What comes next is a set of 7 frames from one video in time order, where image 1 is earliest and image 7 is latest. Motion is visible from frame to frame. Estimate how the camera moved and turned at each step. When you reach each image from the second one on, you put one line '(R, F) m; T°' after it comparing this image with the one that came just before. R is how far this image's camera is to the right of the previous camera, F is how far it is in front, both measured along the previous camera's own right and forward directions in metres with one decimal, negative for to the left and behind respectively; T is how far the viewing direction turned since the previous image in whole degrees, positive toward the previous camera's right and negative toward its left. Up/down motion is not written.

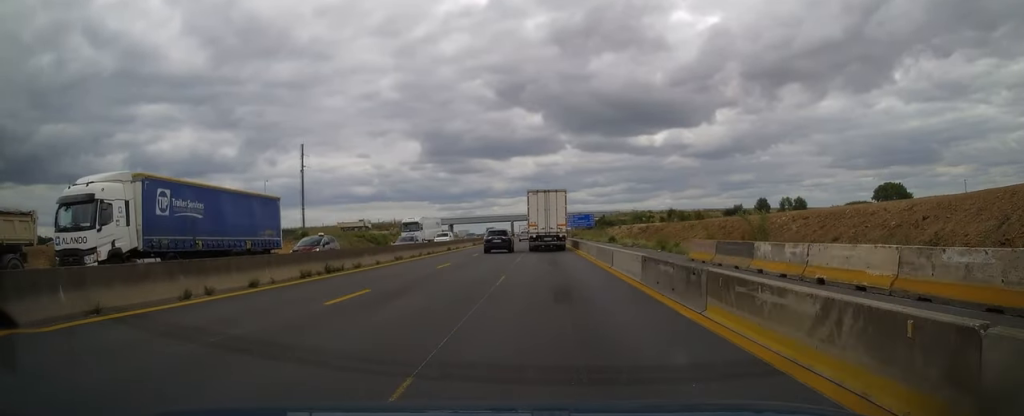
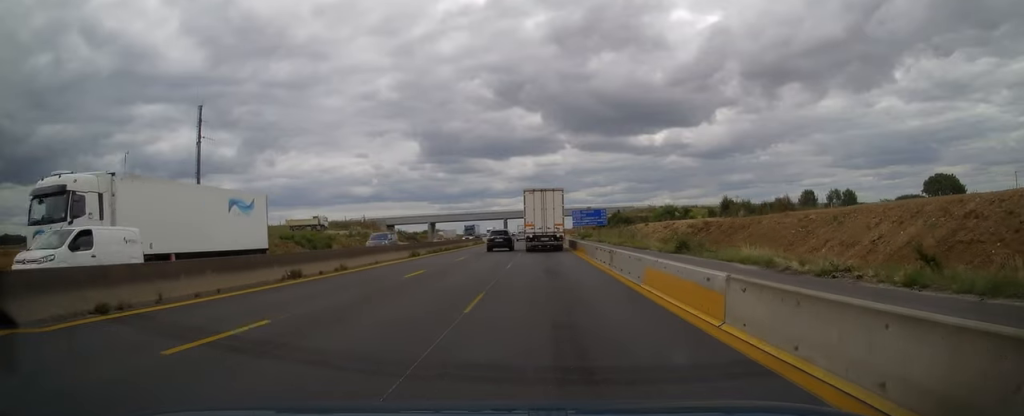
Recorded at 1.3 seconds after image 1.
(+0.1, +31.5) m; 0°
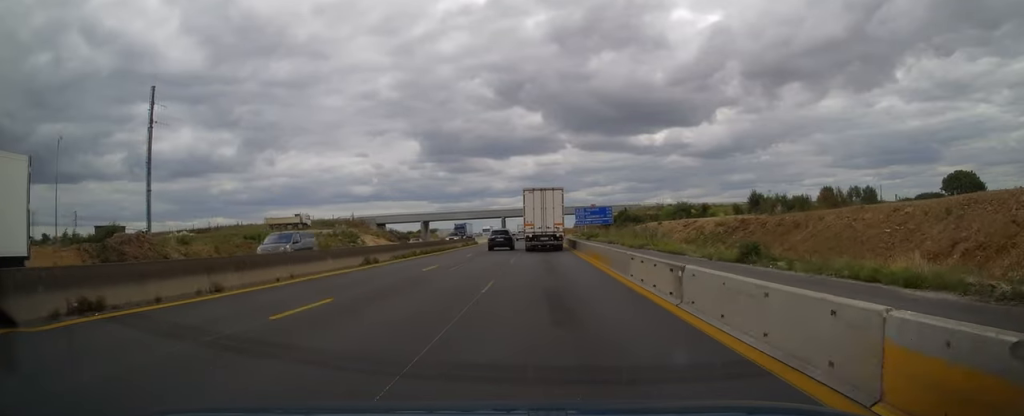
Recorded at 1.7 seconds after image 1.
(0.0, +9.9) m; 0°
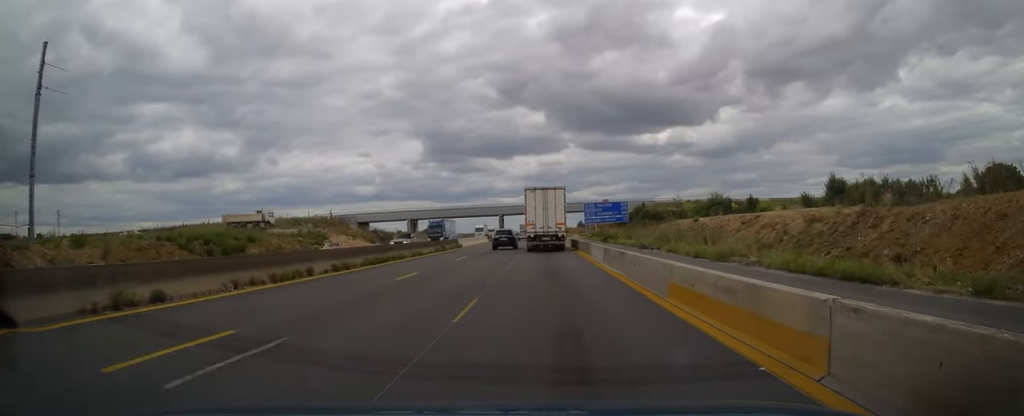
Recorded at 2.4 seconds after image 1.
(0.0, +17.3) m; 0°
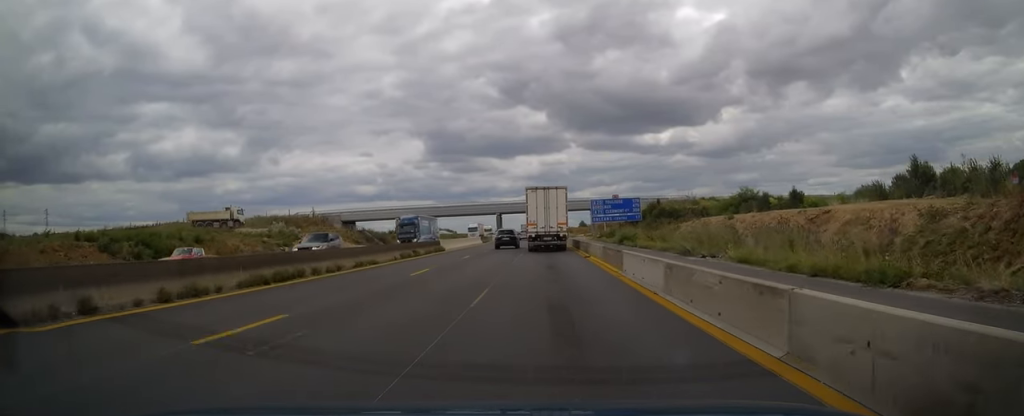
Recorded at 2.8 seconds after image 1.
(0.0, +11.1) m; 0°
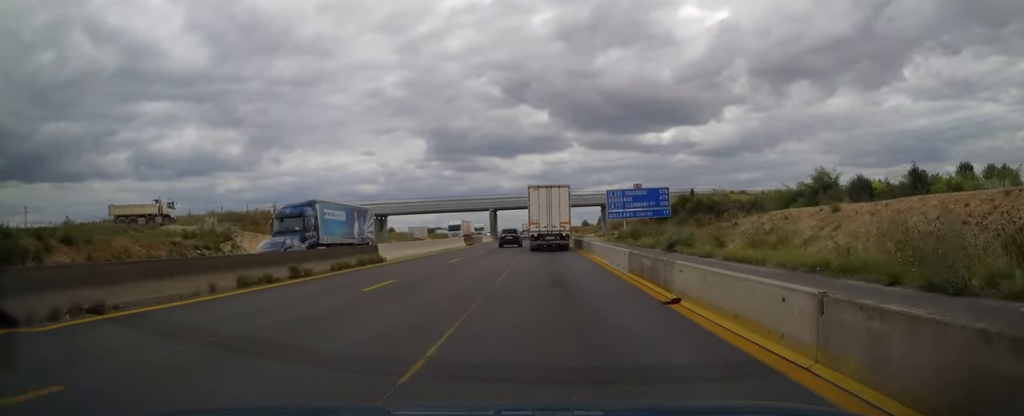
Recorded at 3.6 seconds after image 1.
(0.0, +18.5) m; 0°
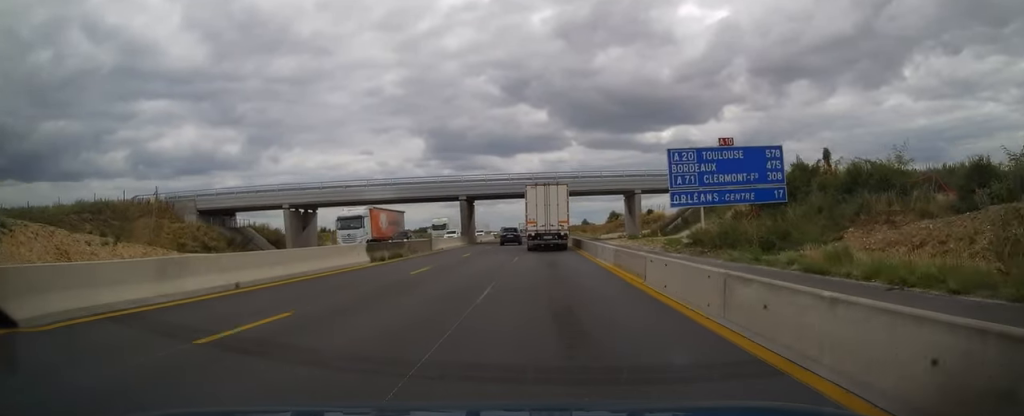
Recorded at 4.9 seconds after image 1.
(-0.2, +33.3) m; 0°
